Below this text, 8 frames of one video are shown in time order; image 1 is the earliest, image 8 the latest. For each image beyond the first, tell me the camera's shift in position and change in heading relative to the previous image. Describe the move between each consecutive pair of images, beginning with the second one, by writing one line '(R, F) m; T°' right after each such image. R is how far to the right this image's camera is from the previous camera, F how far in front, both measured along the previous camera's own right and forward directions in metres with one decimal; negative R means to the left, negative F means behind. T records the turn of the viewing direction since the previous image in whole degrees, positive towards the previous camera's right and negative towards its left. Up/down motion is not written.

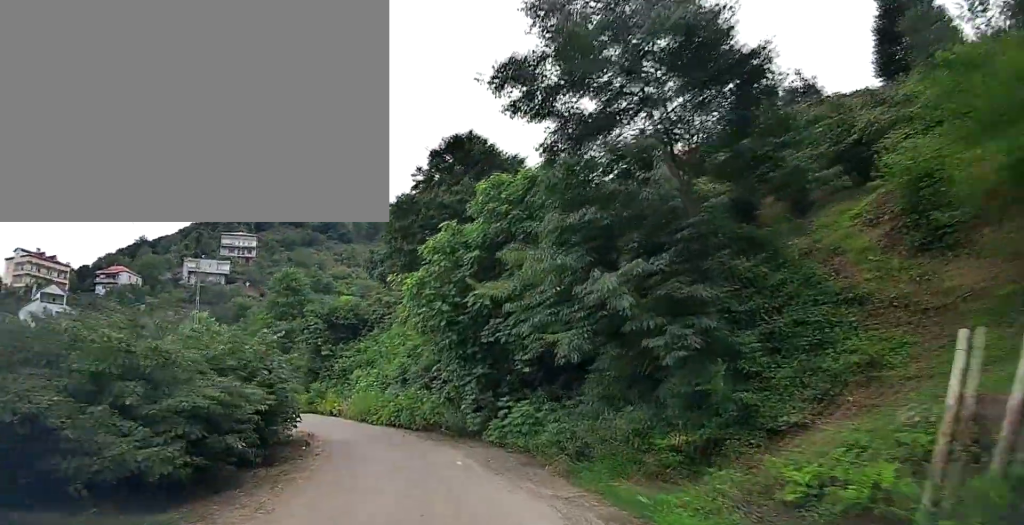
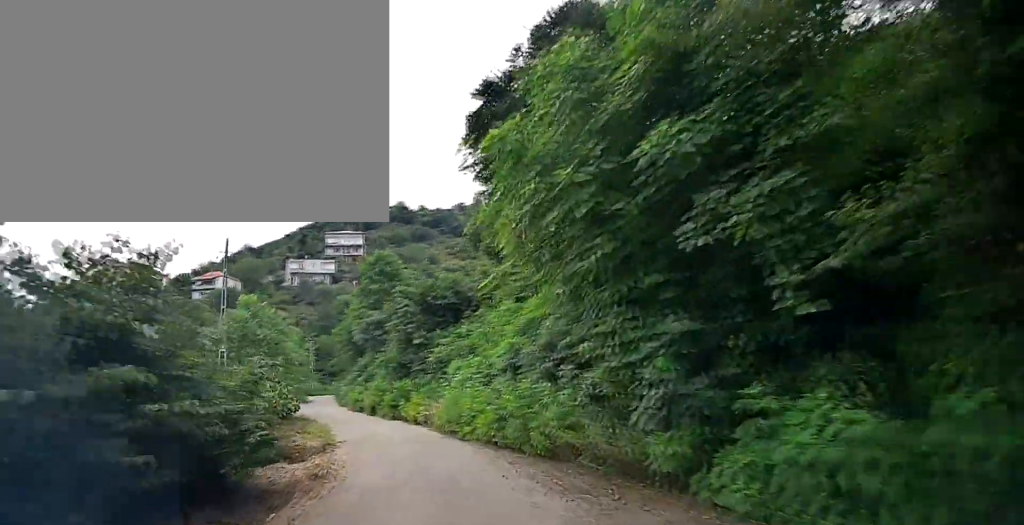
(-0.7, +9.5) m; -7°
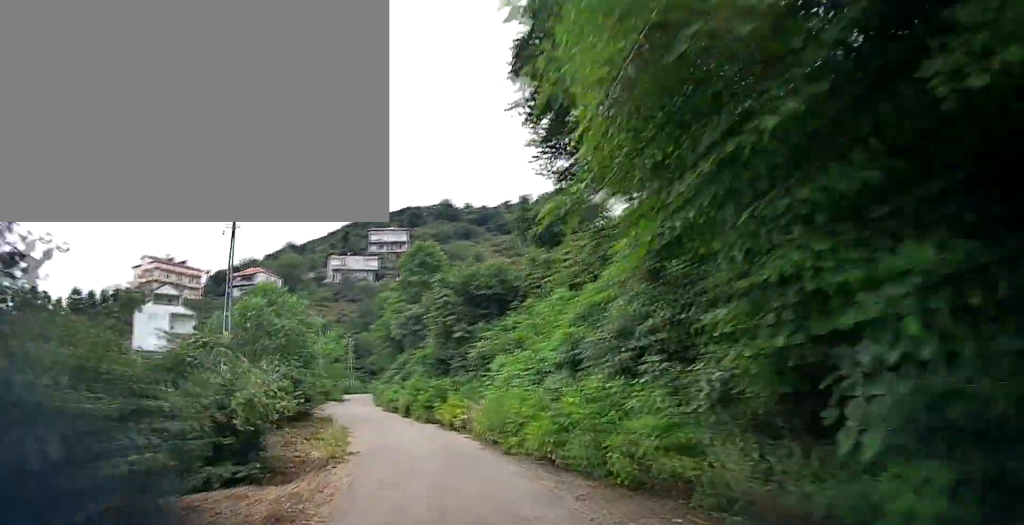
(-0.1, +3.6) m; -3°
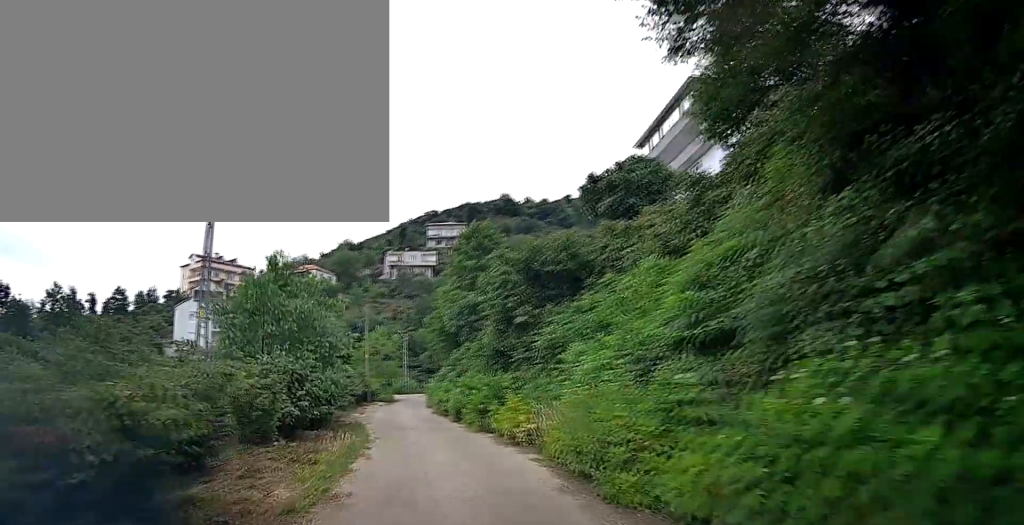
(+0.1, +5.7) m; -6°
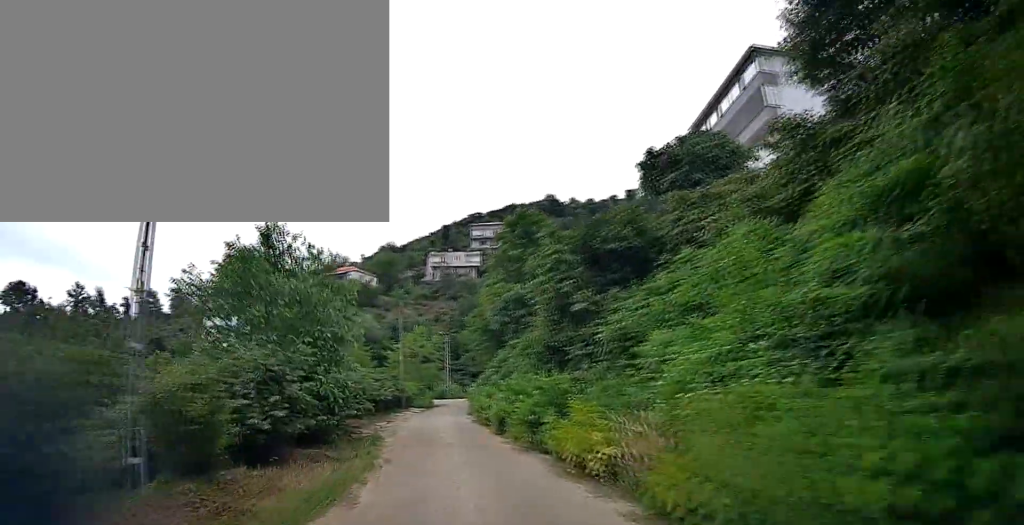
(-0.5, +4.6) m; -8°
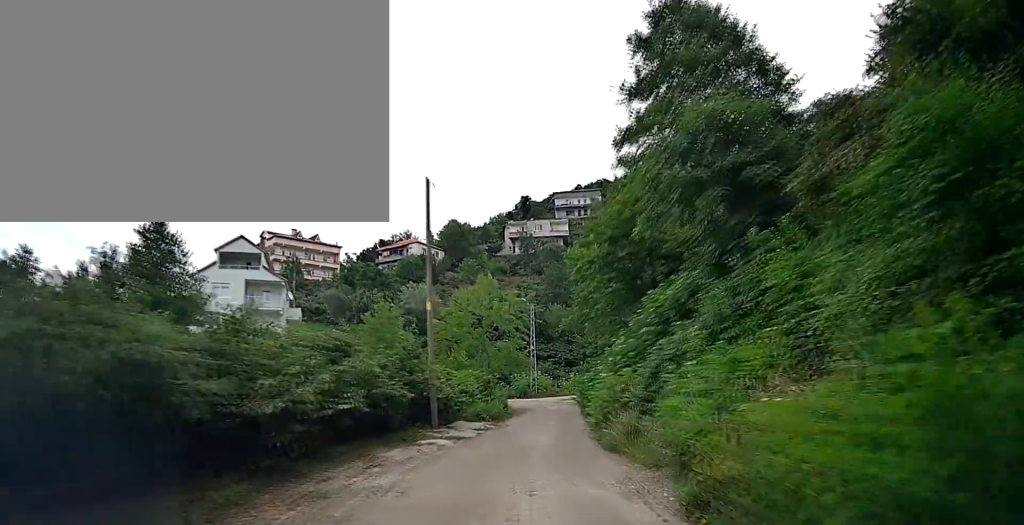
(-3.5, +23.3) m; -8°
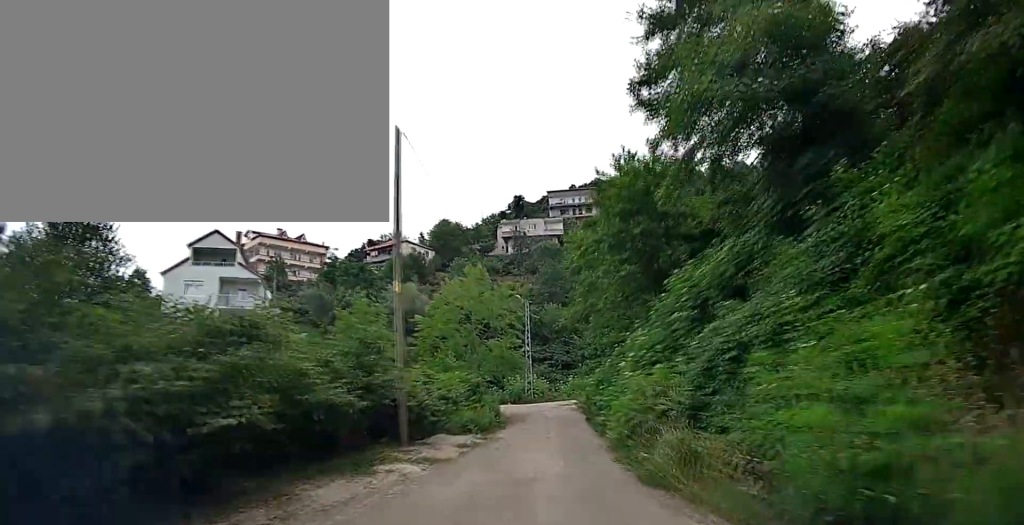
(+0.2, +4.2) m; 0°
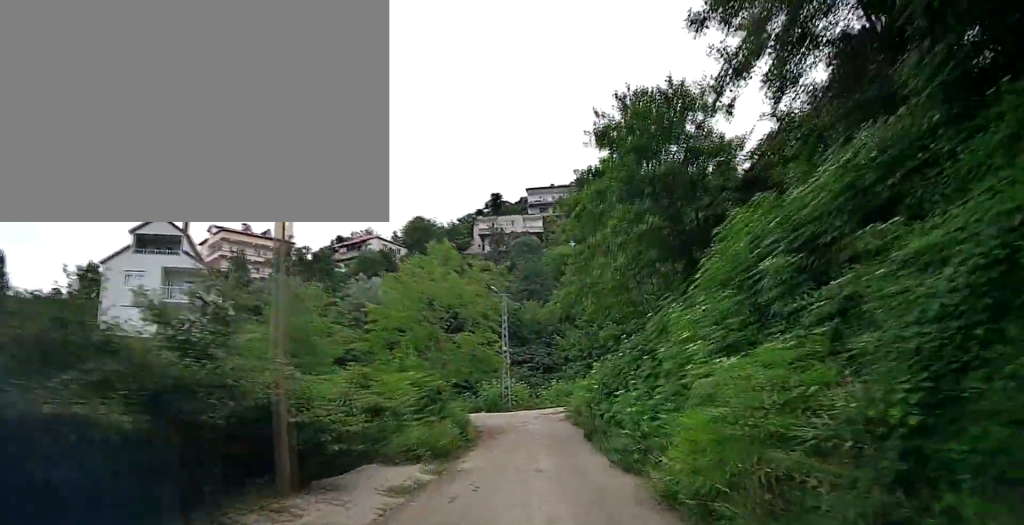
(-0.3, +6.2) m; -1°
